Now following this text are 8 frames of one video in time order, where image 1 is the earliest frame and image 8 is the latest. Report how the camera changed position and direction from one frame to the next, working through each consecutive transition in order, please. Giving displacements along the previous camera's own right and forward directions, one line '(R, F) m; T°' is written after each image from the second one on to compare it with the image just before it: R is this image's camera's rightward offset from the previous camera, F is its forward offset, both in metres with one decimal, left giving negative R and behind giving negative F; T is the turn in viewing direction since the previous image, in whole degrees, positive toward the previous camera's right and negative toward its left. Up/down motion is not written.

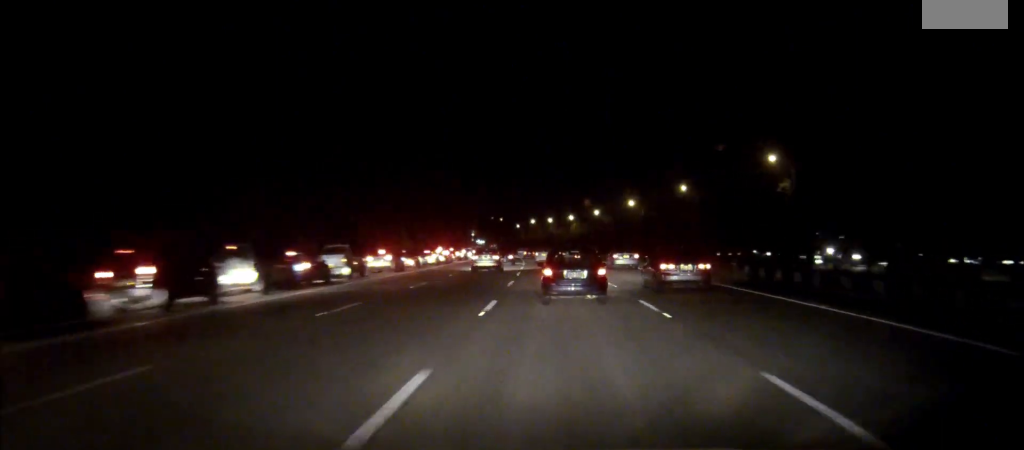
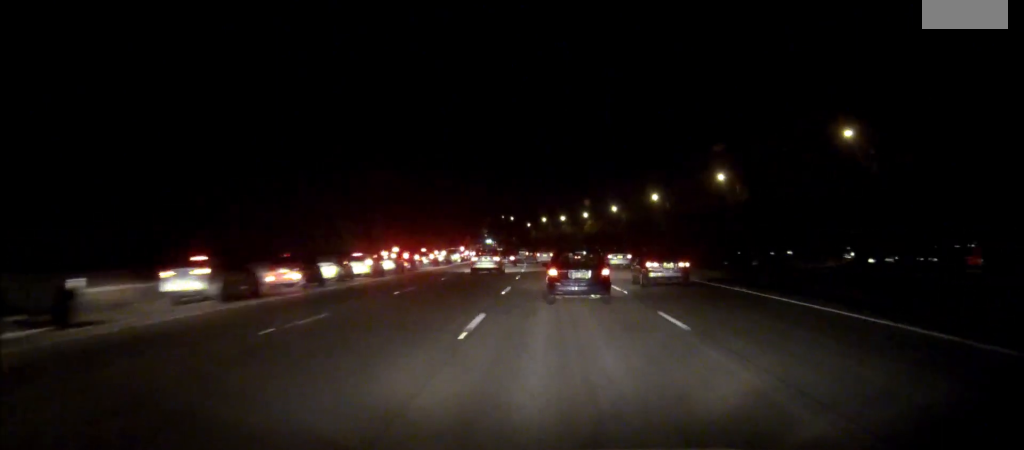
(-0.2, +27.9) m; -1°
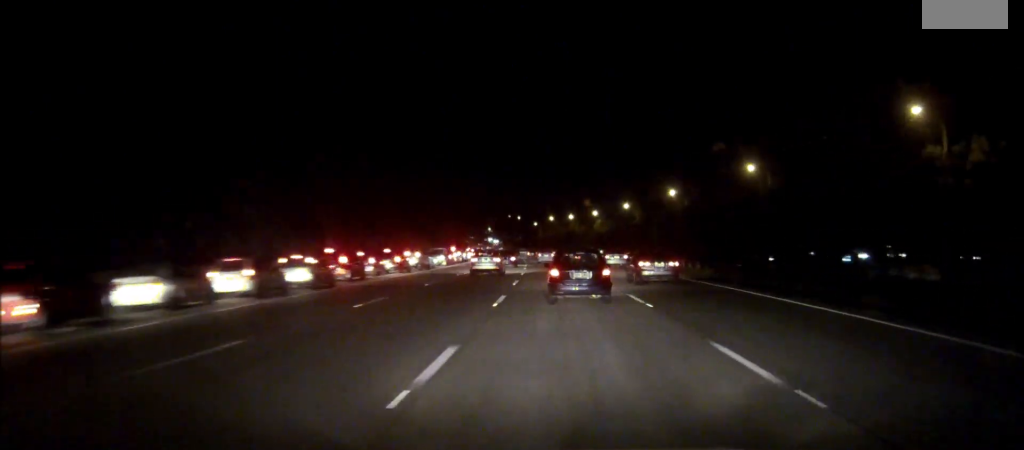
(-0.2, +17.4) m; -1°
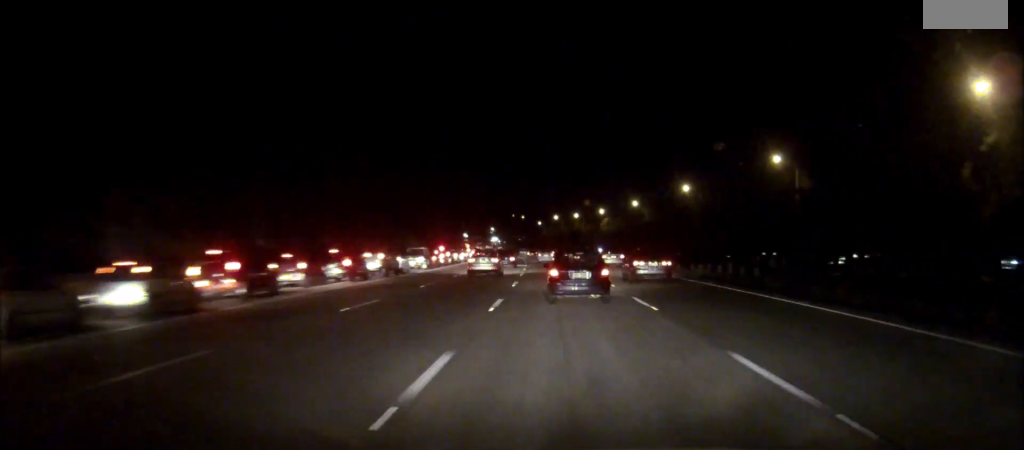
(0.0, +13.0) m; 0°
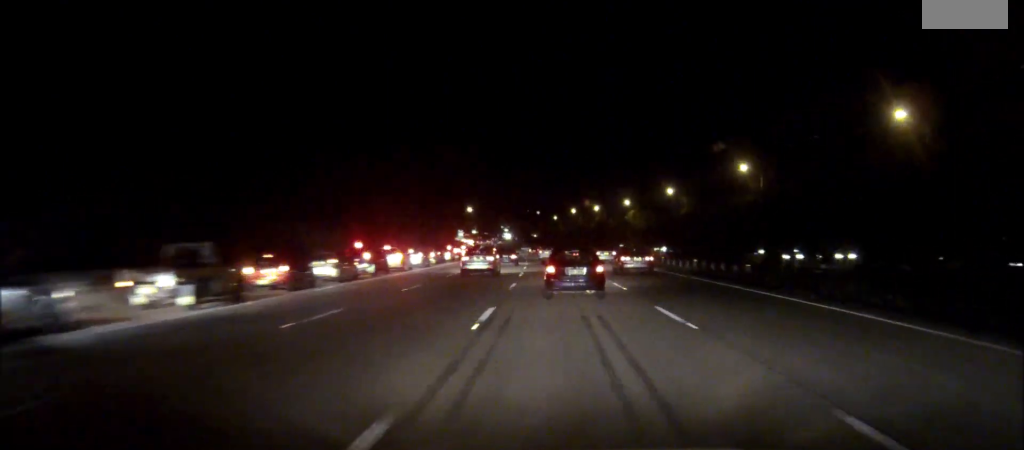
(-0.4, +40.2) m; -1°
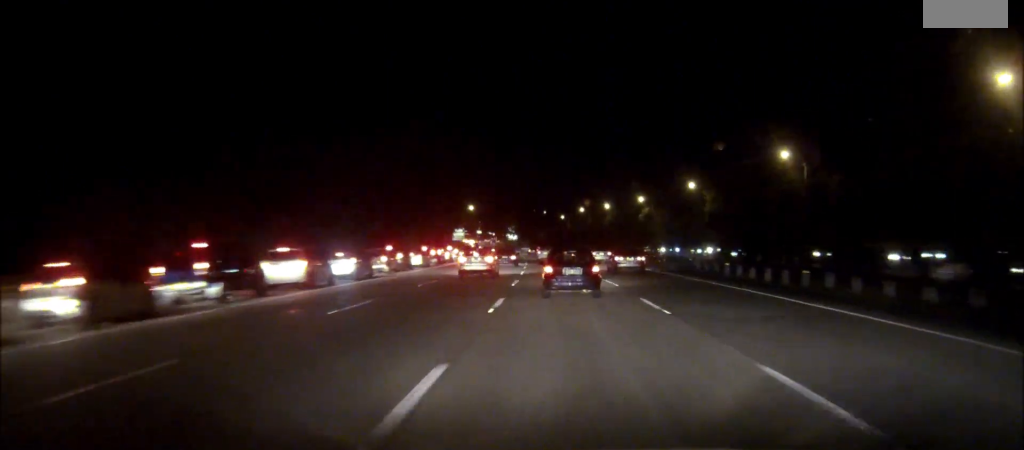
(-0.2, +21.0) m; -1°
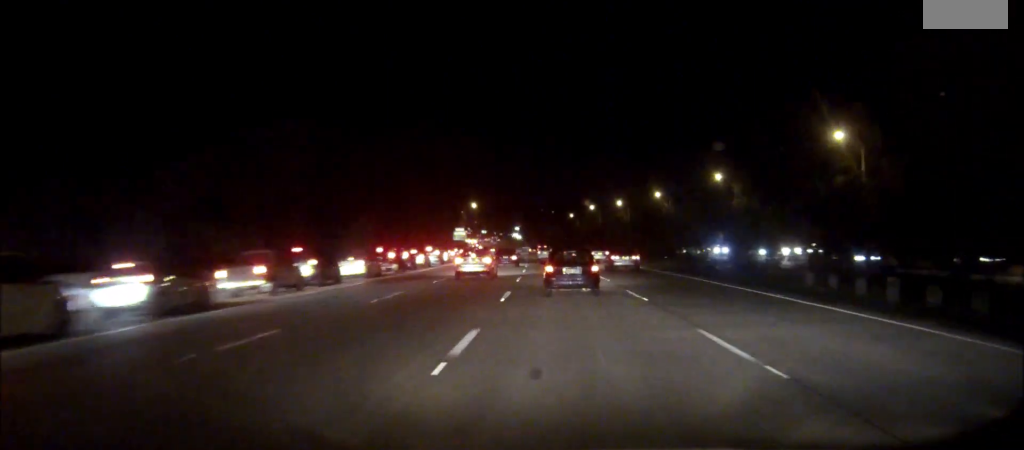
(-0.1, +20.0) m; -1°
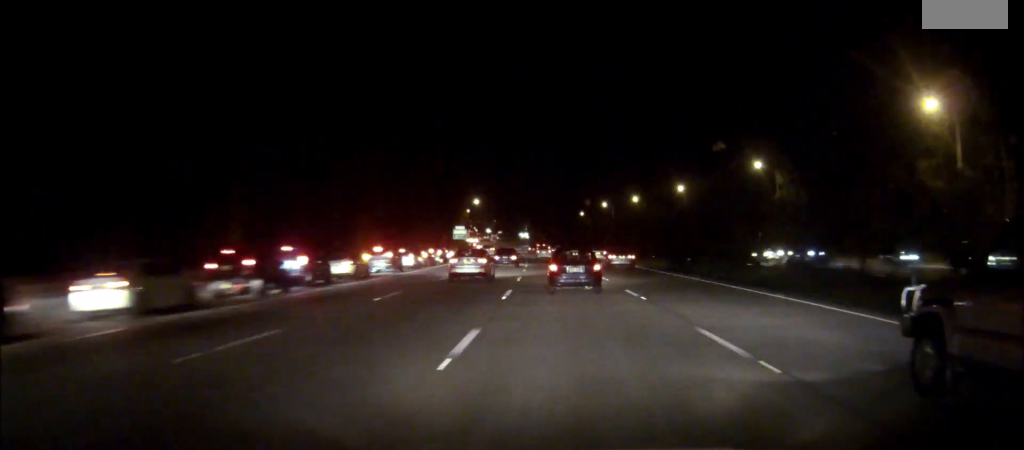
(-0.2, +23.6) m; -1°
